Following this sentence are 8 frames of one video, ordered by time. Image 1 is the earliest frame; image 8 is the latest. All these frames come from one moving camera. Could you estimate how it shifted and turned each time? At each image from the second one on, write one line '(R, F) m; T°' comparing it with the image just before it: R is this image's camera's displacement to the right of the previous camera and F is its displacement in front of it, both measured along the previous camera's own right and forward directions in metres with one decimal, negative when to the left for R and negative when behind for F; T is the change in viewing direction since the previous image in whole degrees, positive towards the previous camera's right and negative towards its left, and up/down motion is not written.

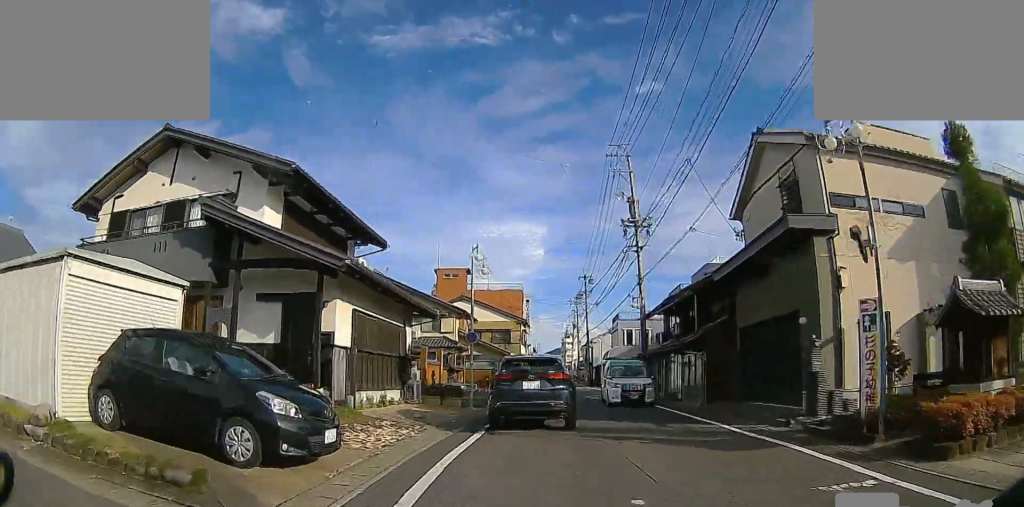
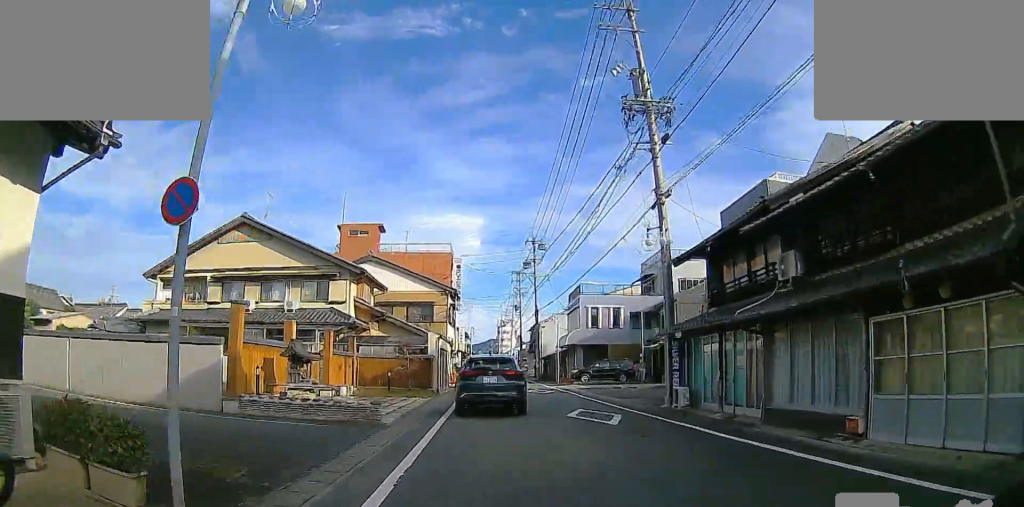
(0.0, +14.3) m; +2°
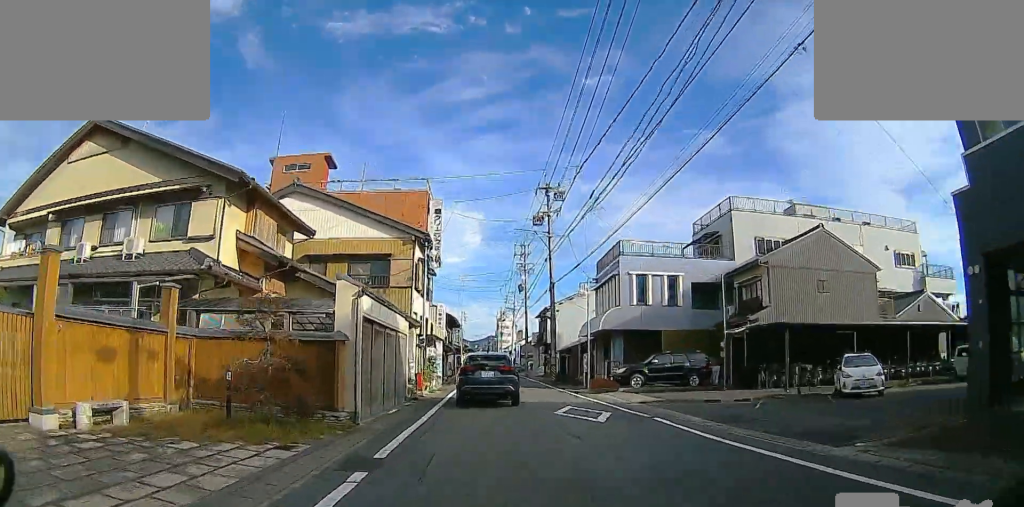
(+0.5, +13.6) m; +3°
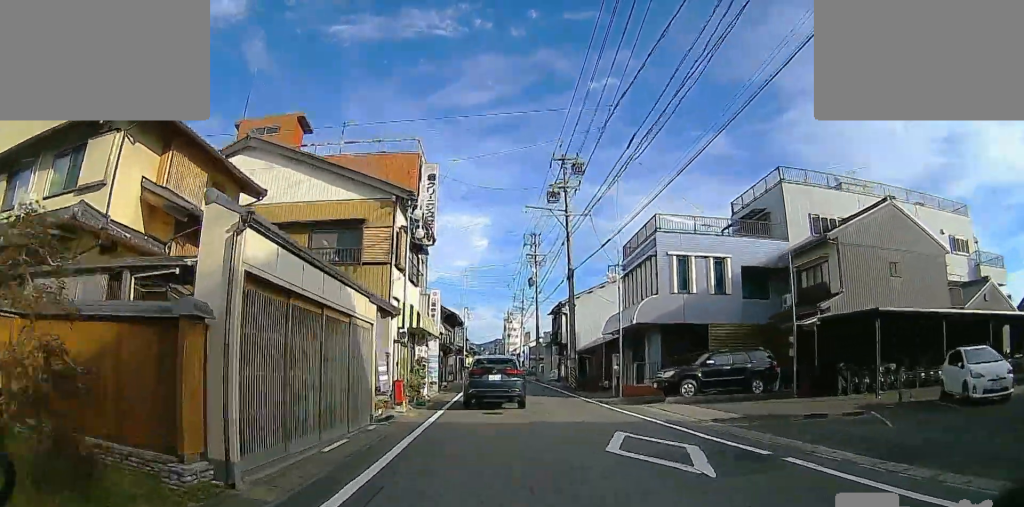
(0.0, +5.2) m; 0°
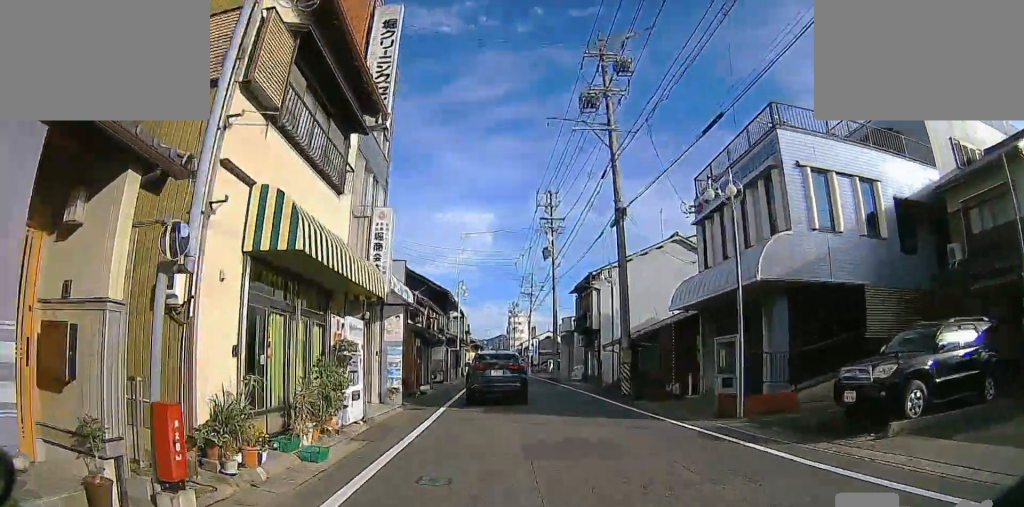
(0.0, +10.3) m; -1°
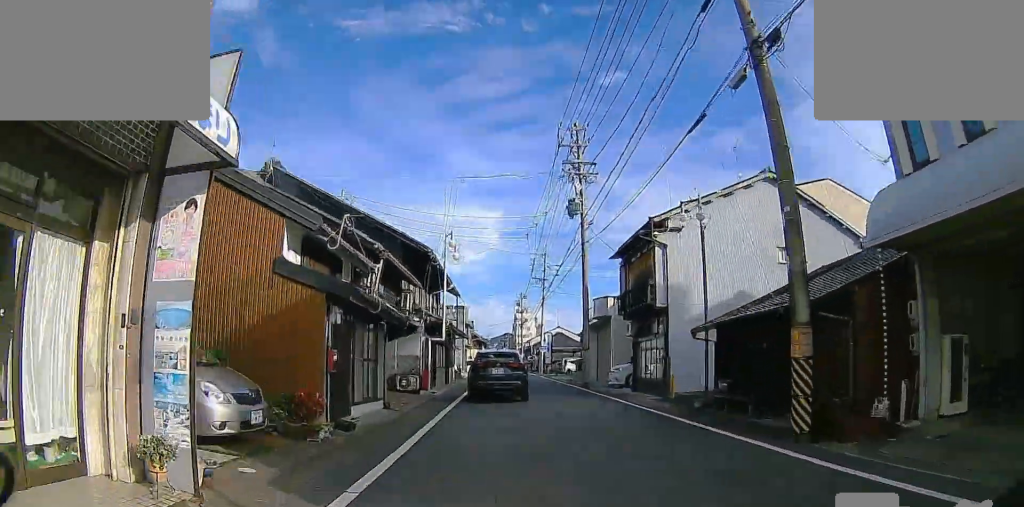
(-0.1, +11.5) m; -1°
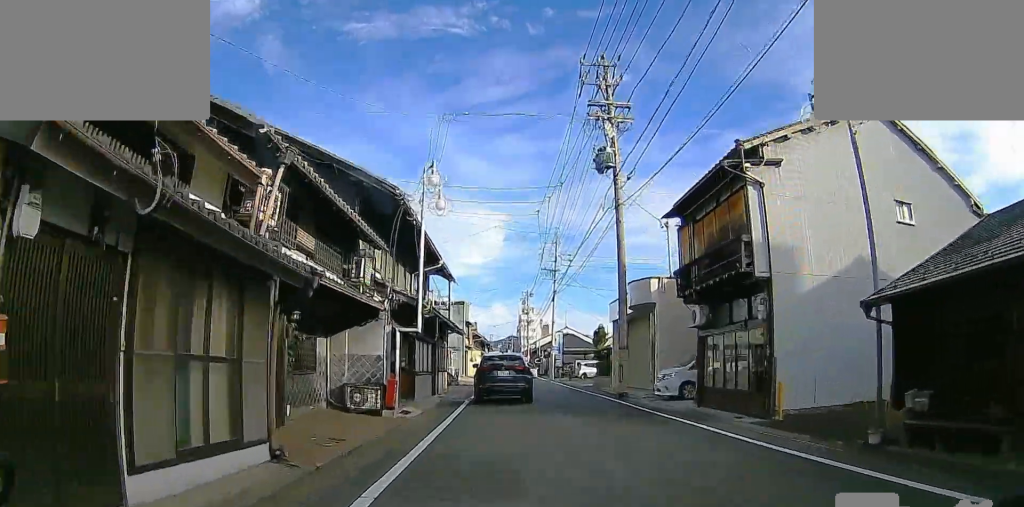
(0.0, +8.1) m; 0°
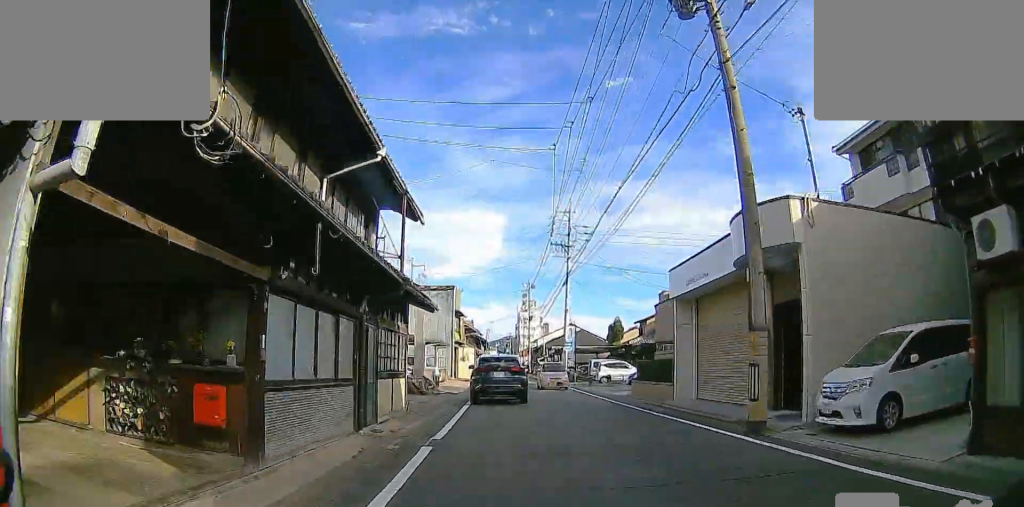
(0.0, +12.0) m; +1°
